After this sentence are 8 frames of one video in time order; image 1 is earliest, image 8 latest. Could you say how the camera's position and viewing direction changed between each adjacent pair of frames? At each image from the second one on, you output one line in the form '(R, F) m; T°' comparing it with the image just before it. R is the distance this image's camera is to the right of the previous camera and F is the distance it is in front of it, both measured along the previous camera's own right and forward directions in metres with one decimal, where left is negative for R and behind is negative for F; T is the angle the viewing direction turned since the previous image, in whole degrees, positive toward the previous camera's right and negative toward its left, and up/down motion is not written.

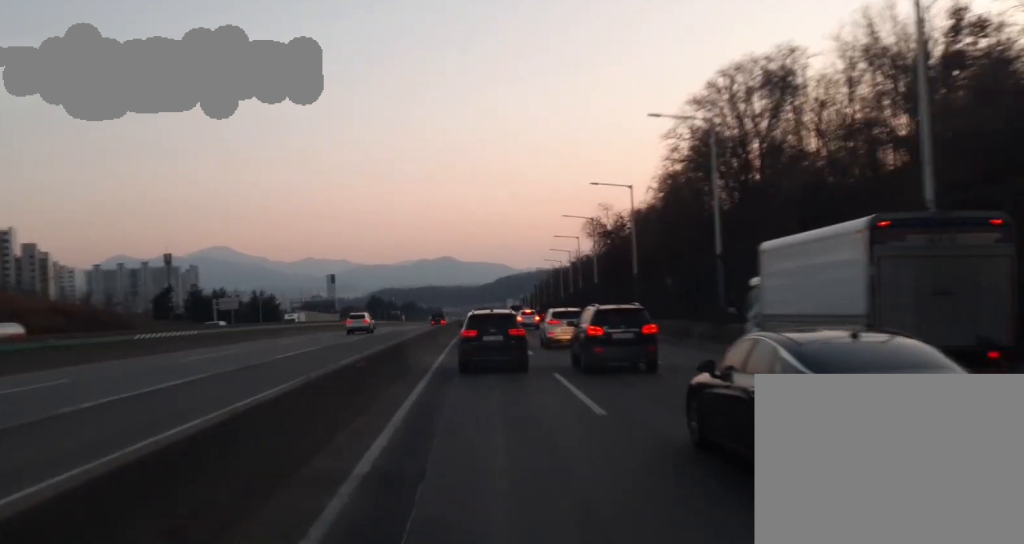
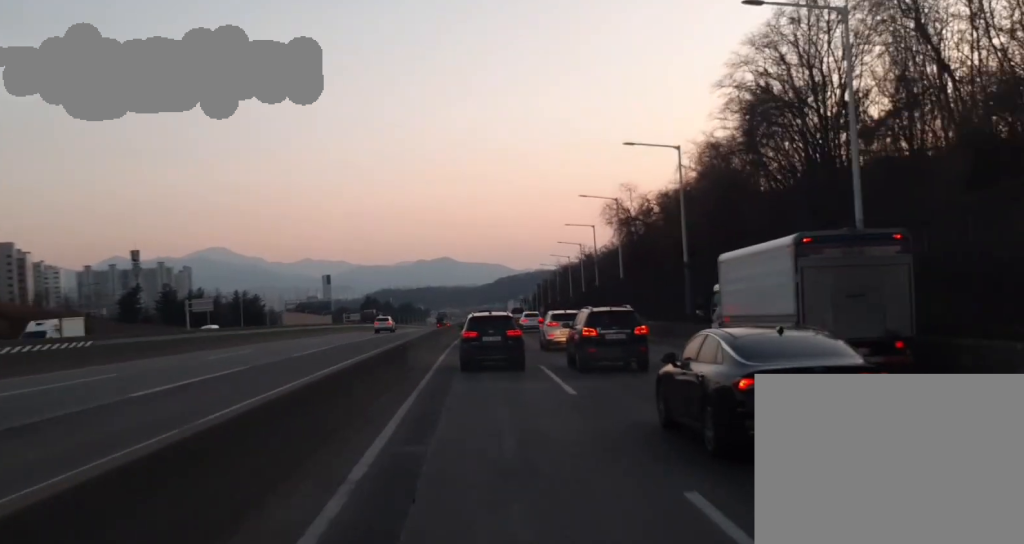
(+0.1, +14.8) m; 0°
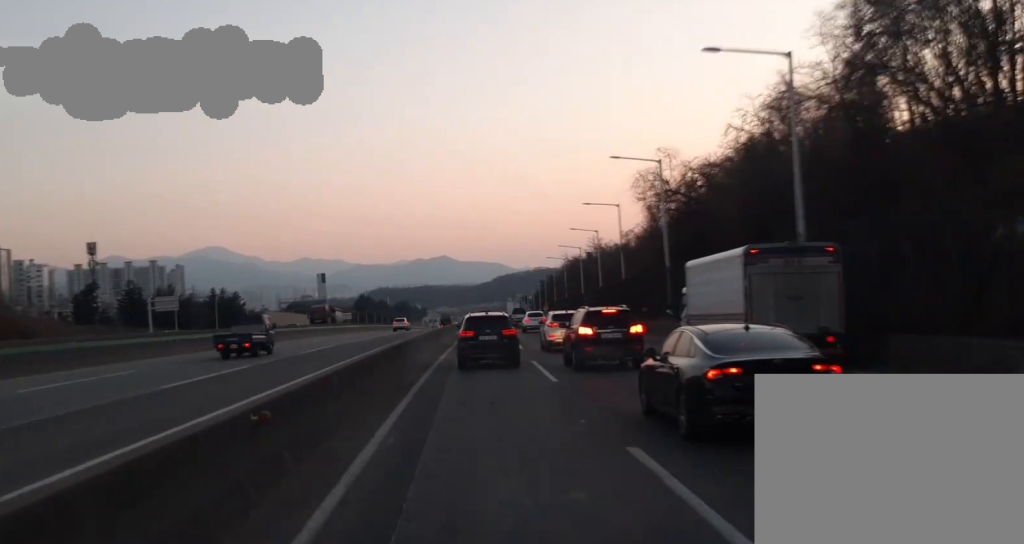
(+0.1, +16.6) m; +1°
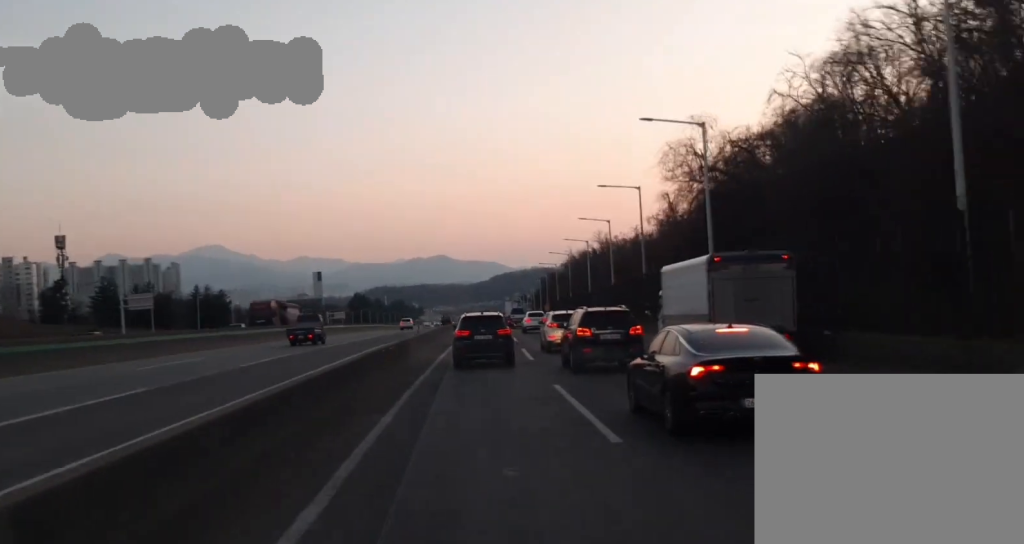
(0.0, +9.4) m; 0°
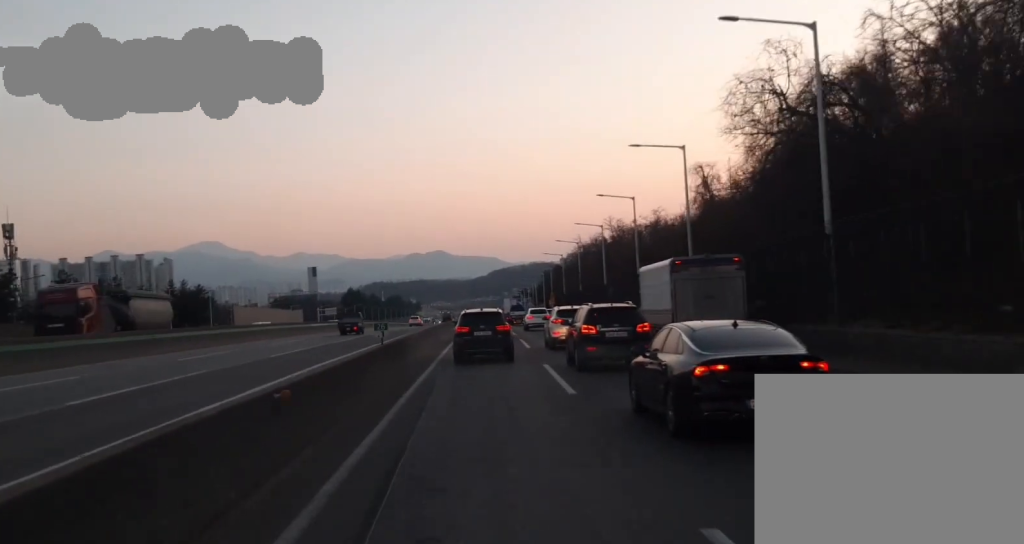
(+0.1, +13.7) m; 0°
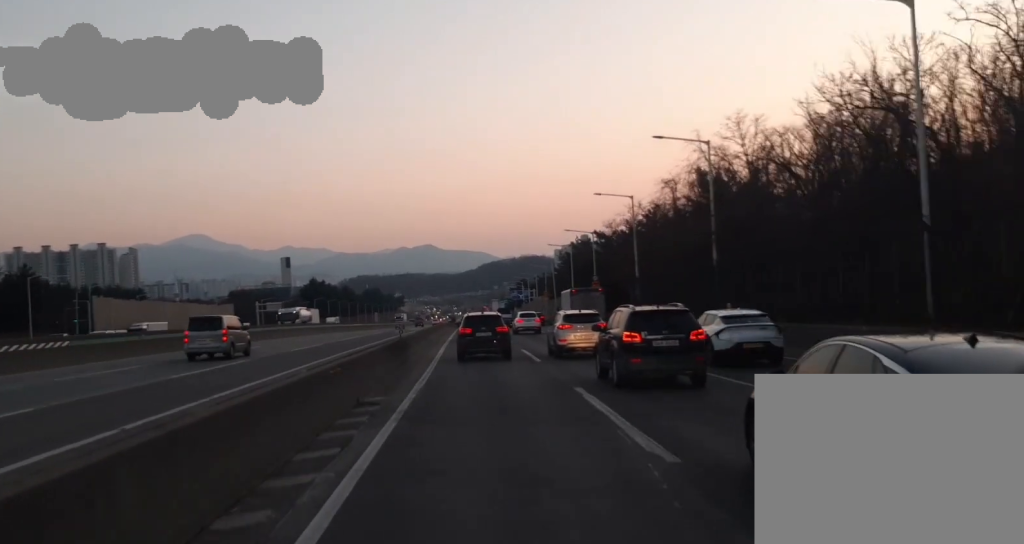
(-2.1, +69.6) m; -3°
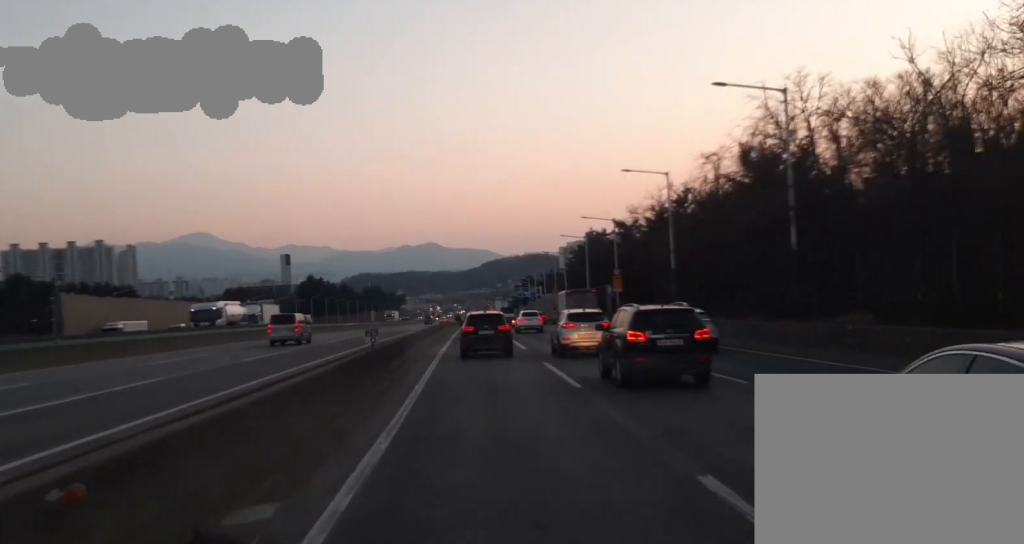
(0.0, +11.5) m; 0°
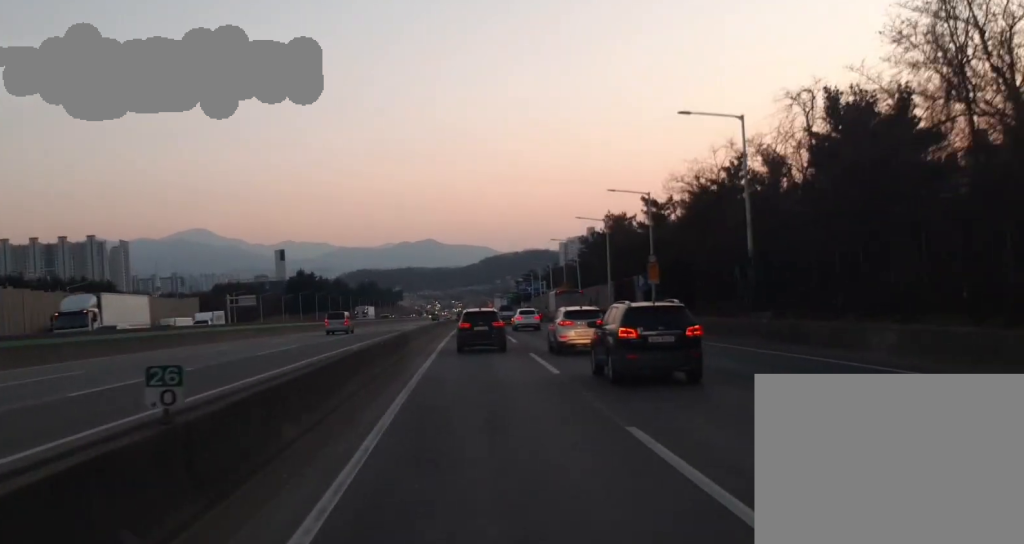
(0.0, +16.7) m; 0°
